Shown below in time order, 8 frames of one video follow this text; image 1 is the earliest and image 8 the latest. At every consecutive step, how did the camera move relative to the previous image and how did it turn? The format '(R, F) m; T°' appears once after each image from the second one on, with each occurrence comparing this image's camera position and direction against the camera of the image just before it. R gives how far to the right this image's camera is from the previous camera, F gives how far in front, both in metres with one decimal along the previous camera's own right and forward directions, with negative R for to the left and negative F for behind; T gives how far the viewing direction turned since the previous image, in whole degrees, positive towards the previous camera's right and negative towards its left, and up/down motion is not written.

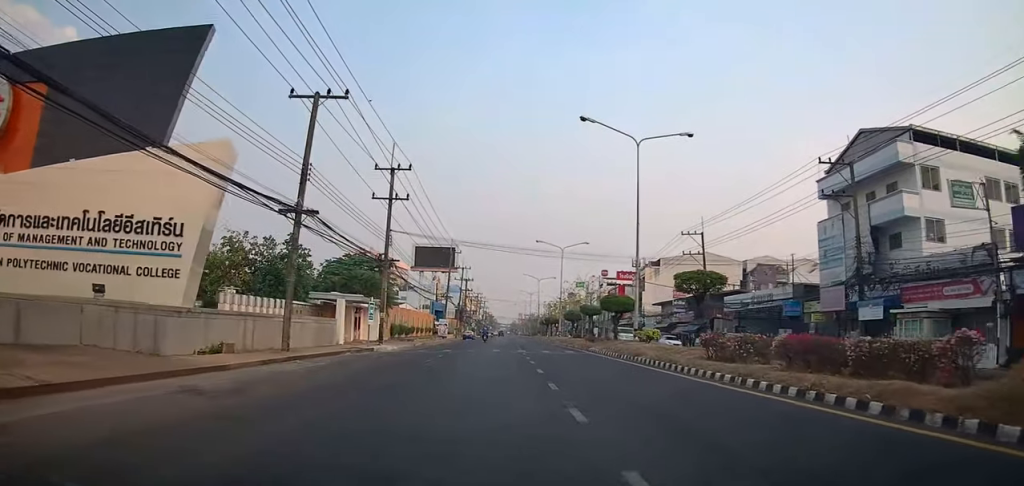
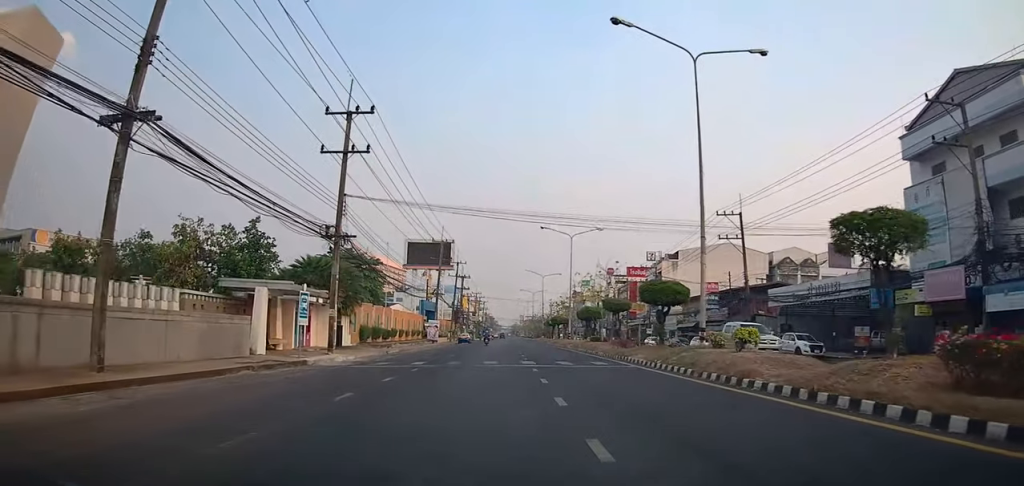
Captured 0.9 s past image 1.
(0.0, +10.8) m; 0°
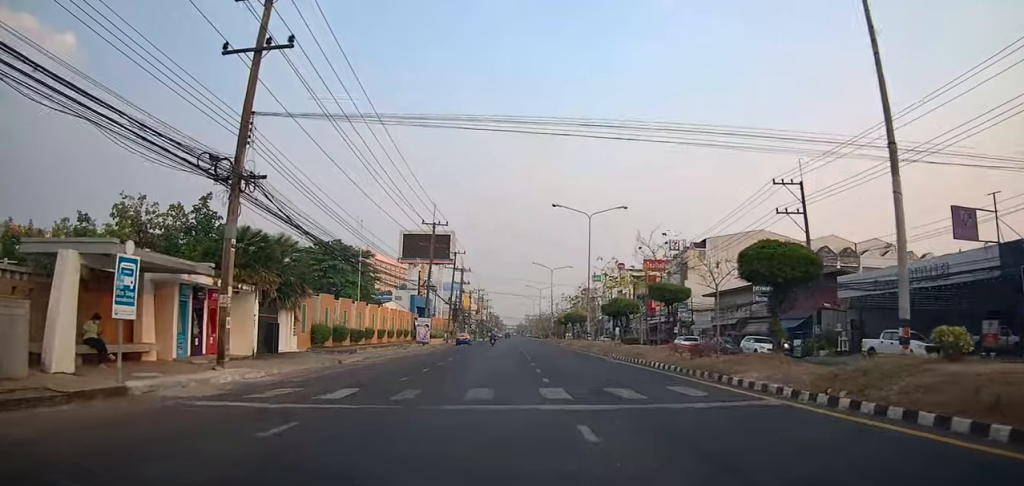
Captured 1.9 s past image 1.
(0.0, +10.9) m; 0°
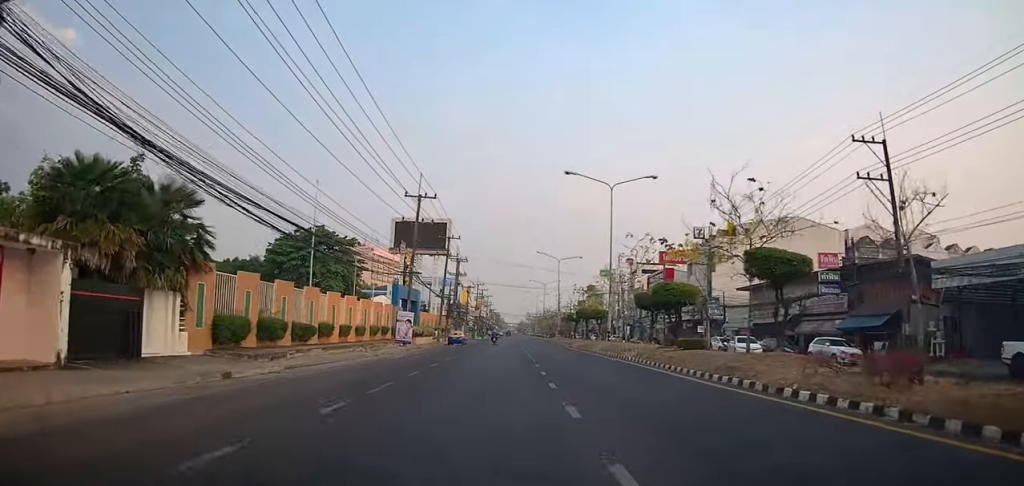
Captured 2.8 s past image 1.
(+0.1, +10.3) m; 0°
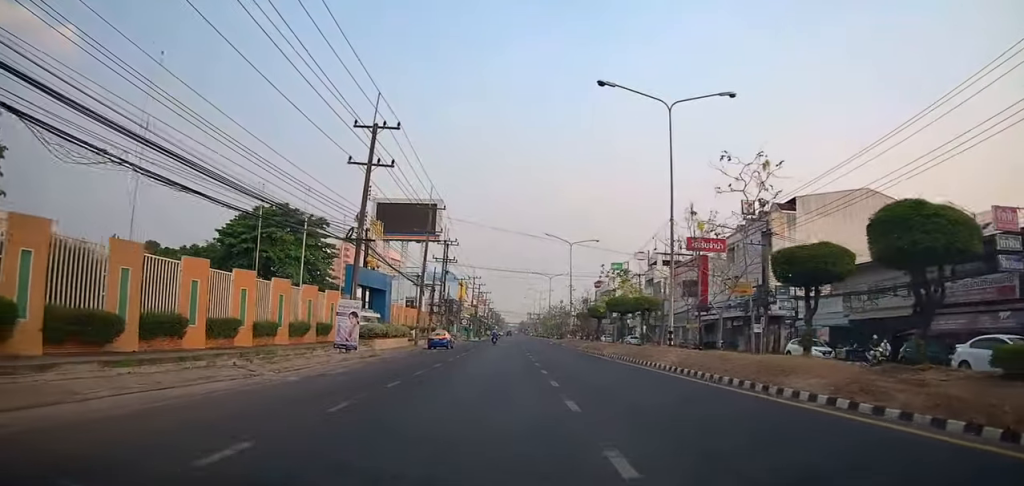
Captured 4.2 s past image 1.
(-0.1, +15.5) m; 0°
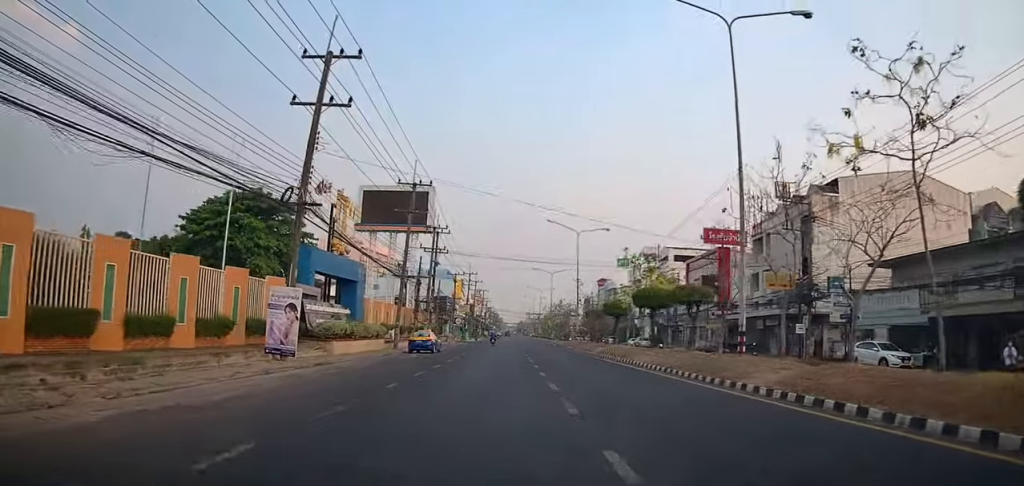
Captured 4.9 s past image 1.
(0.0, +8.1) m; 0°
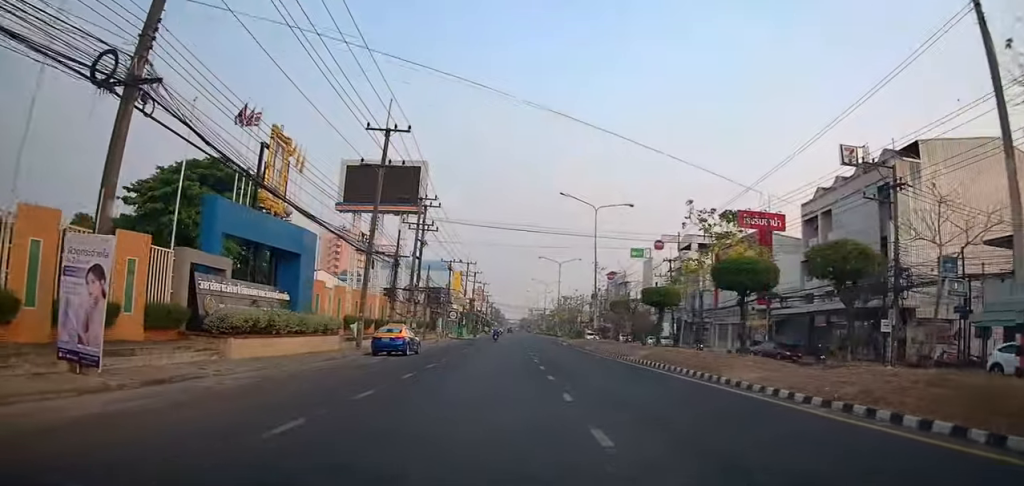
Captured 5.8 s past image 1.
(0.0, +10.6) m; 0°
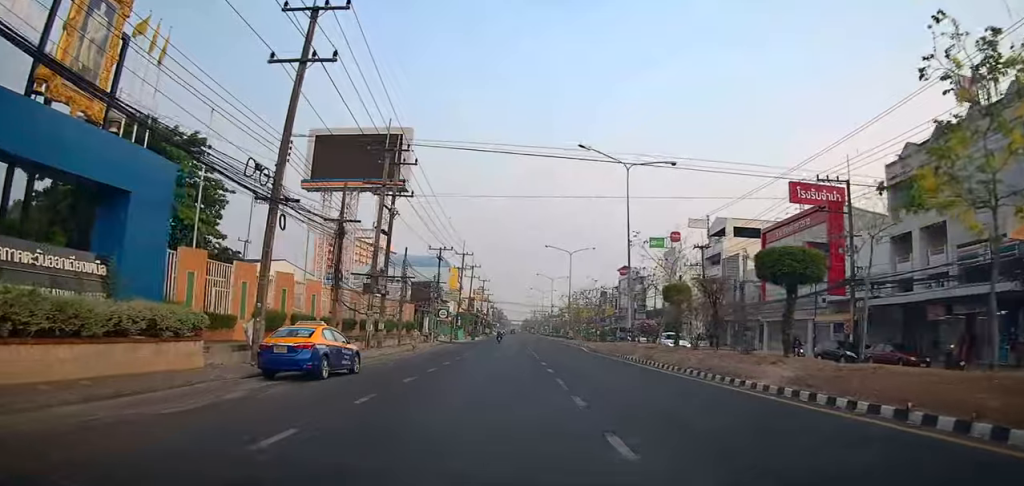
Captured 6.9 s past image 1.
(0.0, +12.9) m; -1°
